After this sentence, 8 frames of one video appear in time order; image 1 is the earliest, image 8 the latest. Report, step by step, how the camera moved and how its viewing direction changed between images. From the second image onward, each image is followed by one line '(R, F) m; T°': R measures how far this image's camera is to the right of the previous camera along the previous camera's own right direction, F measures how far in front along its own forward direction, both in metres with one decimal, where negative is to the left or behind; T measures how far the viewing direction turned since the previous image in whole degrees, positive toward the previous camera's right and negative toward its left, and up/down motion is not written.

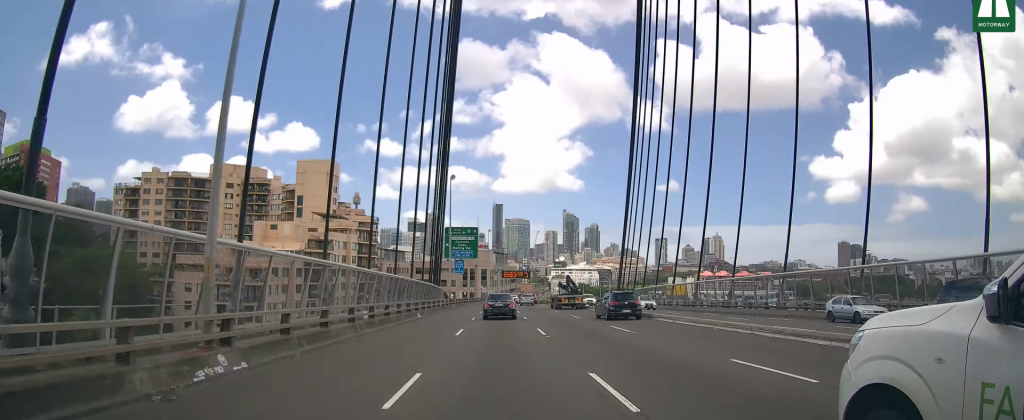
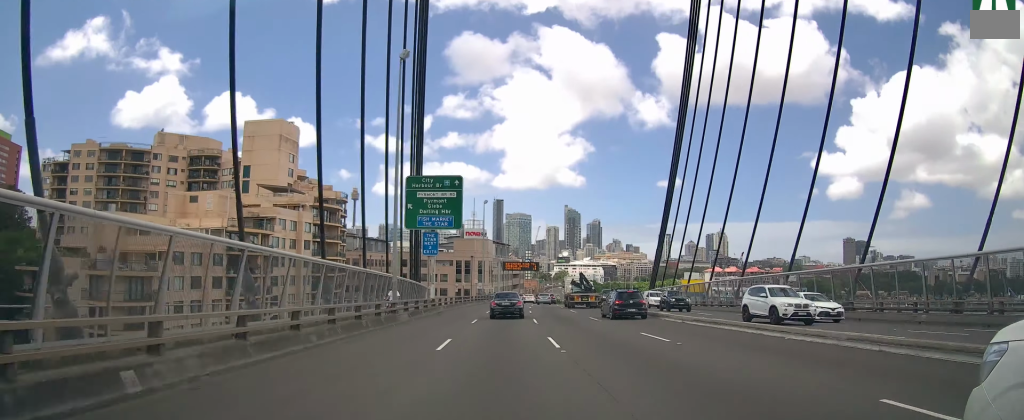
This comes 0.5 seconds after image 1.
(-0.1, +29.0) m; +1°
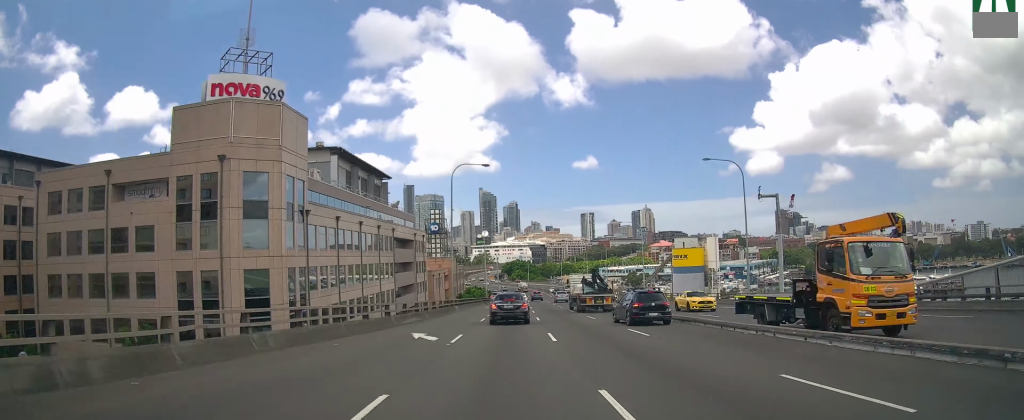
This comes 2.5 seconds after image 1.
(+4.4, +105.8) m; +6°
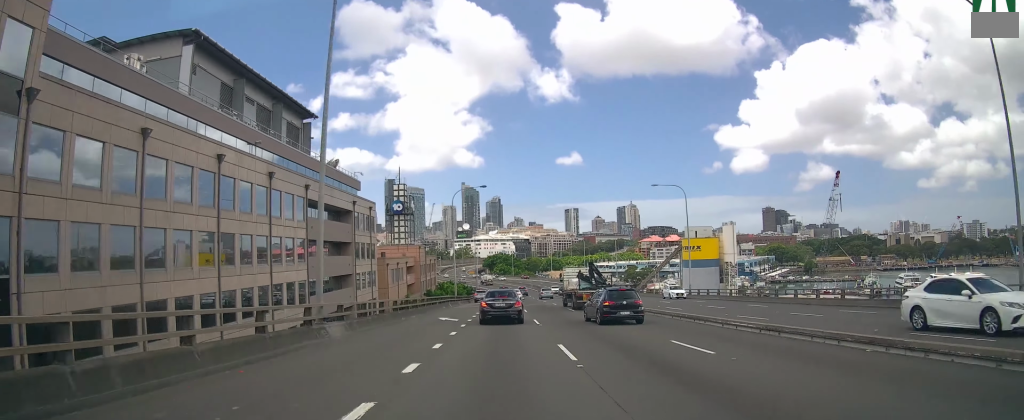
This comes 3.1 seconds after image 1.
(+0.3, +31.2) m; +2°
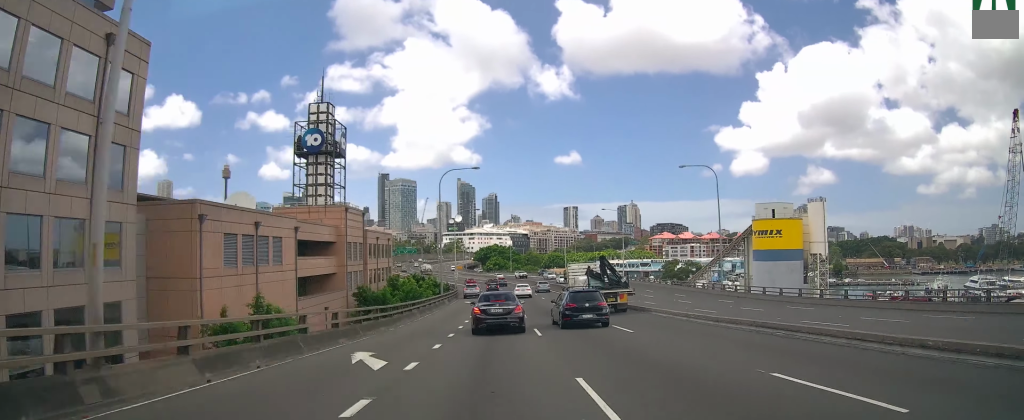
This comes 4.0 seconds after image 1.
(+1.3, +54.8) m; +2°
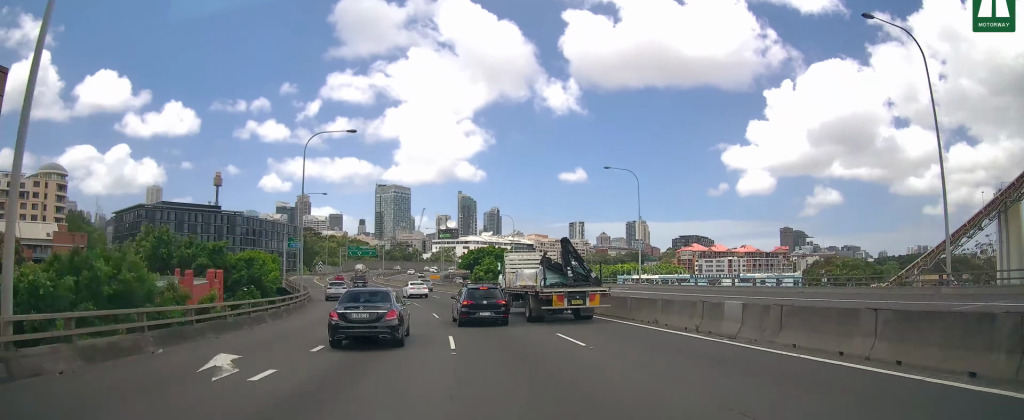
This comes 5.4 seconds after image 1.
(-1.2, +78.2) m; -6°
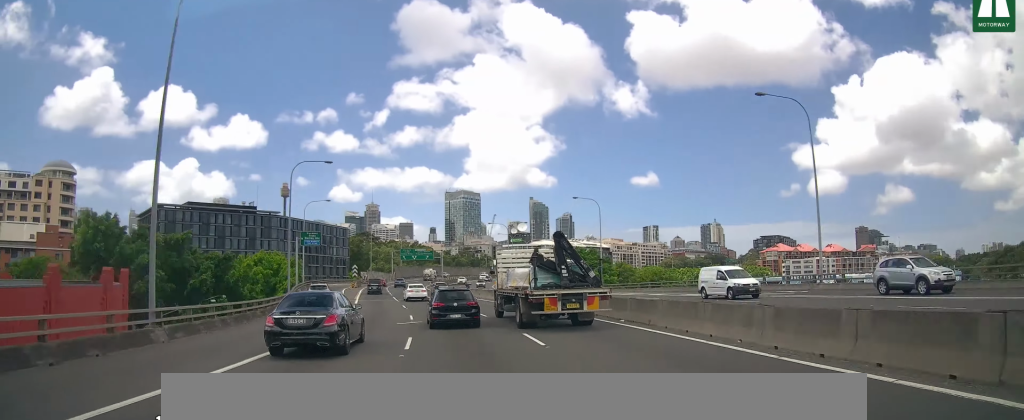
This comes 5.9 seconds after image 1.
(+0.3, +23.4) m; -4°
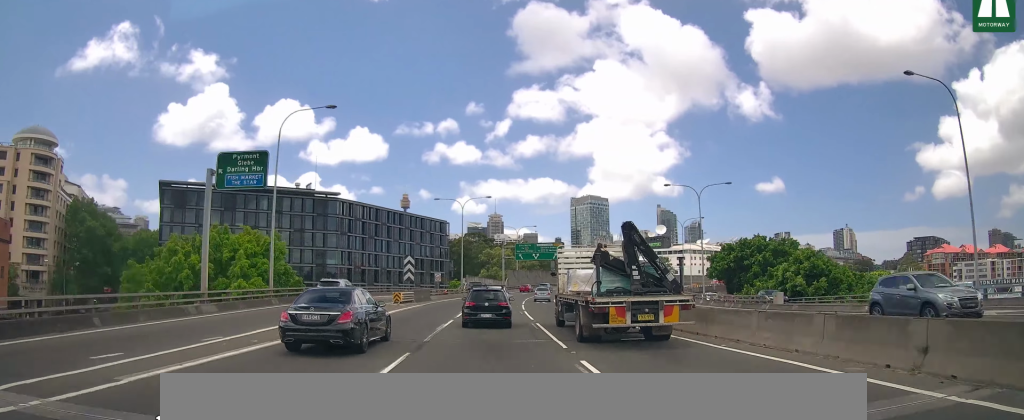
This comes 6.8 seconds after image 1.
(-4.4, +45.8) m; -7°
